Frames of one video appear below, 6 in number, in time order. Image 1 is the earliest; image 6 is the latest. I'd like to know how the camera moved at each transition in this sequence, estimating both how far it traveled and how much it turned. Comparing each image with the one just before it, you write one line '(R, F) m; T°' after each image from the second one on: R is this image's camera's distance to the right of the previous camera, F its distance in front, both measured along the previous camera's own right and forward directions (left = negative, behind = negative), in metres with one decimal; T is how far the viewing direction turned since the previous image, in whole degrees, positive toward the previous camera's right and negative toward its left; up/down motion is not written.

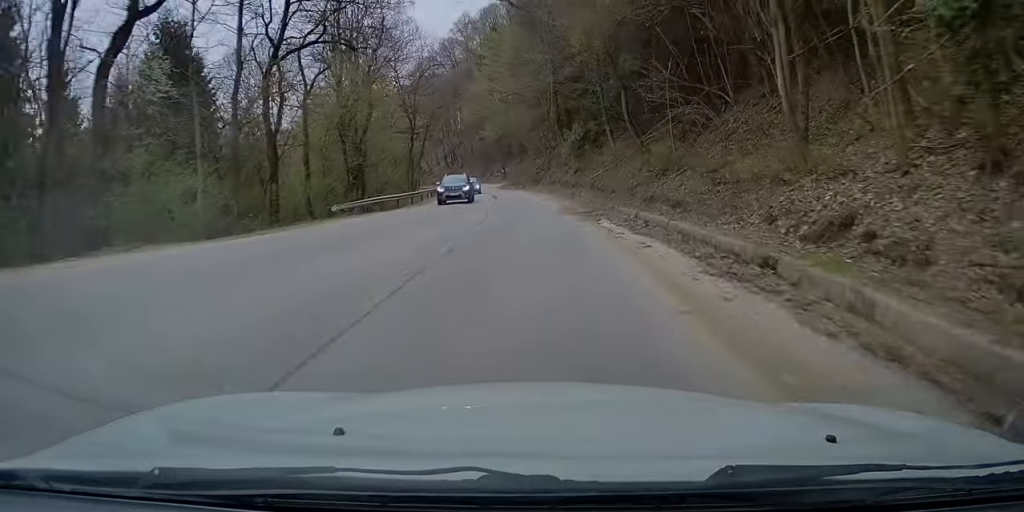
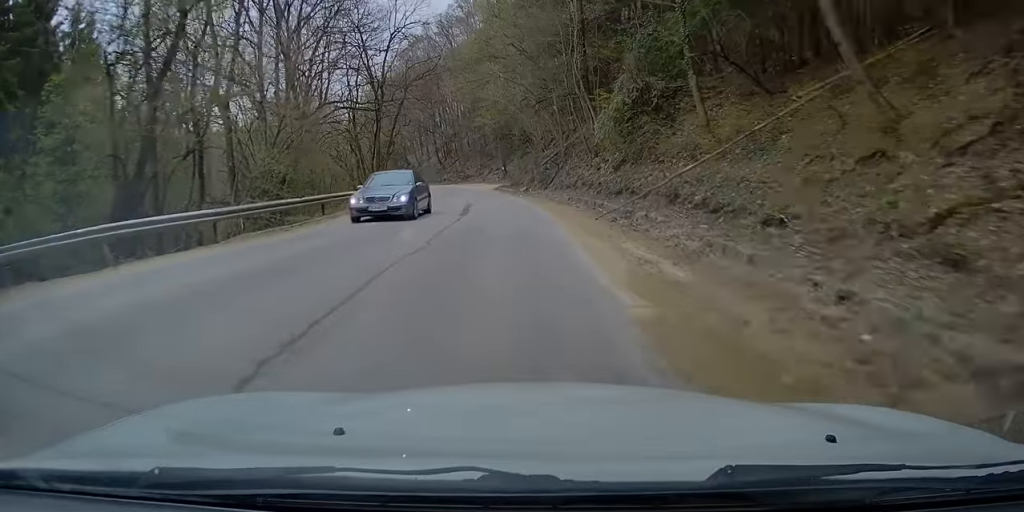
(+0.6, +19.9) m; +1°
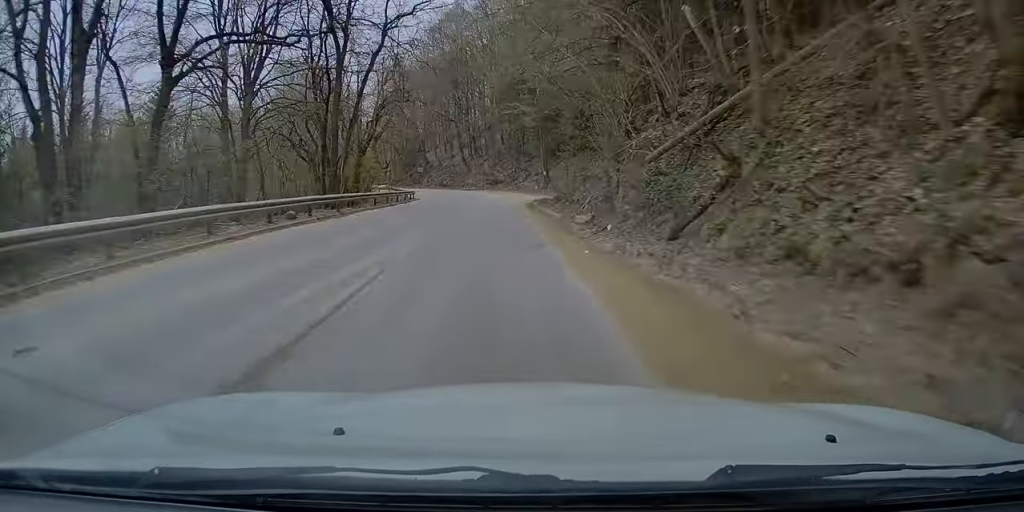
(-0.6, +23.8) m; -3°
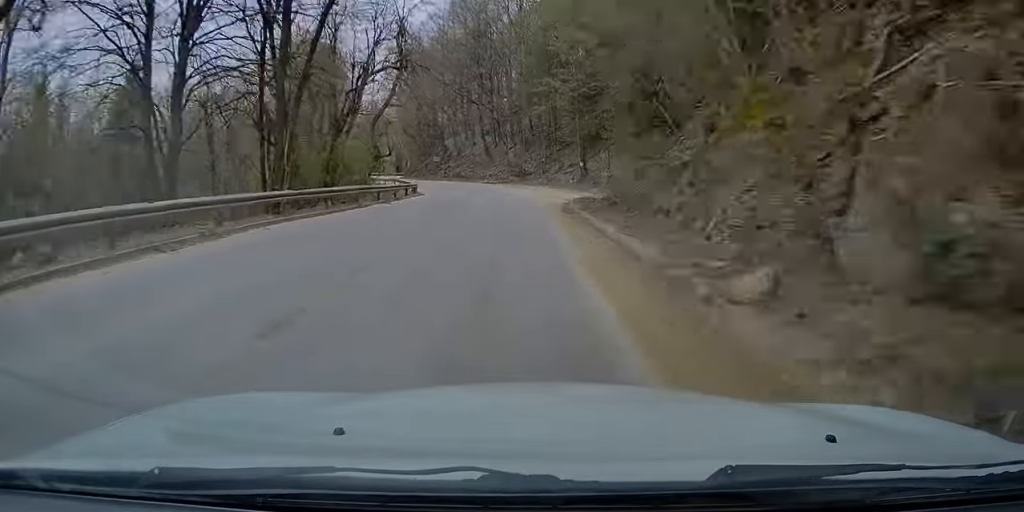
(-0.2, +11.8) m; -2°
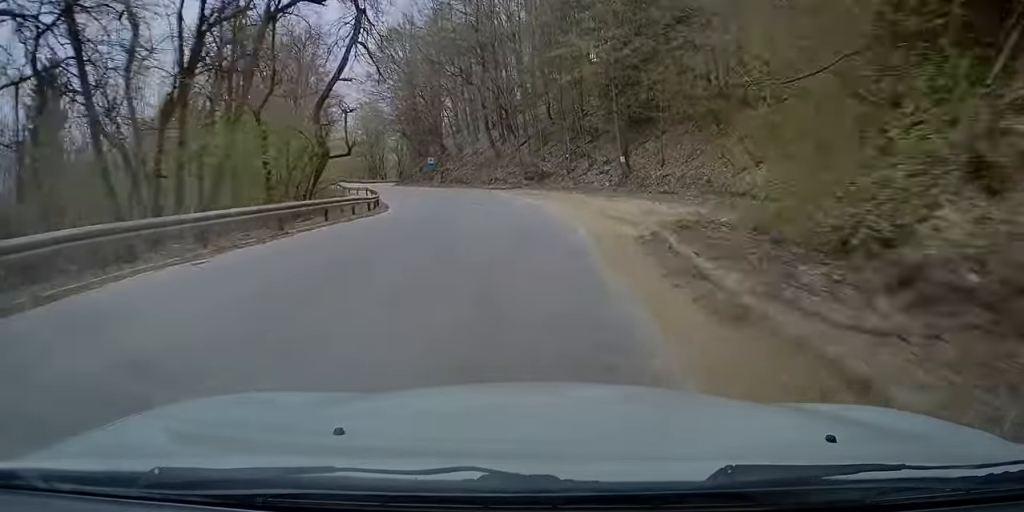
(-0.5, +16.7) m; -3°
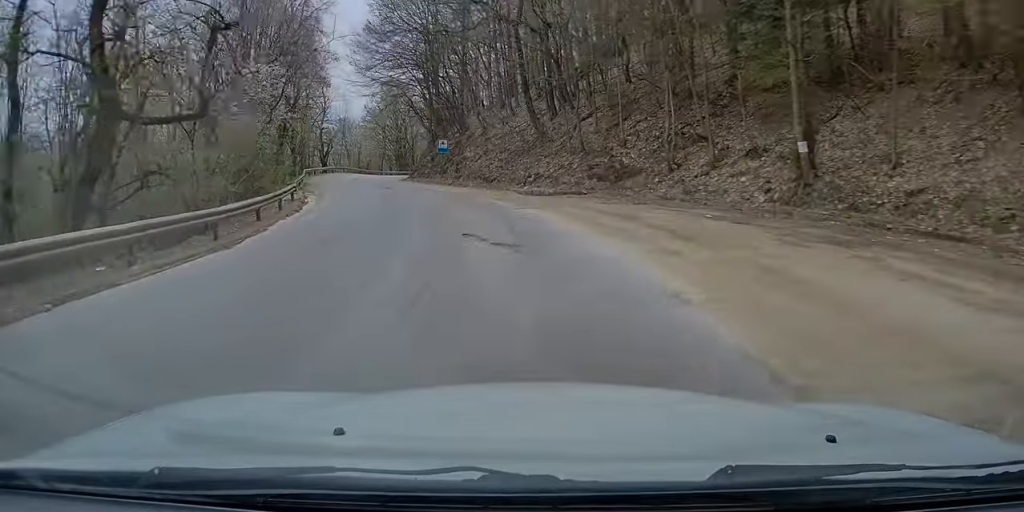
(-1.4, +21.6) m; -10°
